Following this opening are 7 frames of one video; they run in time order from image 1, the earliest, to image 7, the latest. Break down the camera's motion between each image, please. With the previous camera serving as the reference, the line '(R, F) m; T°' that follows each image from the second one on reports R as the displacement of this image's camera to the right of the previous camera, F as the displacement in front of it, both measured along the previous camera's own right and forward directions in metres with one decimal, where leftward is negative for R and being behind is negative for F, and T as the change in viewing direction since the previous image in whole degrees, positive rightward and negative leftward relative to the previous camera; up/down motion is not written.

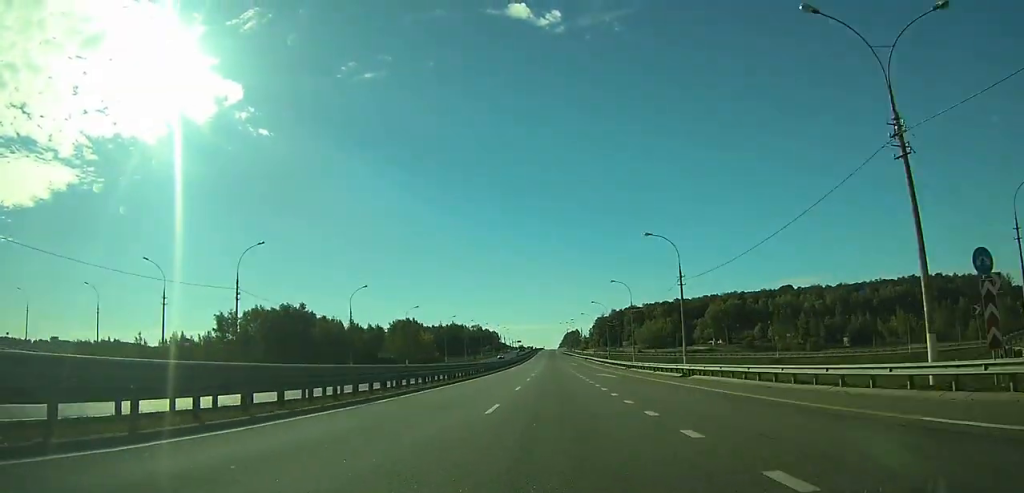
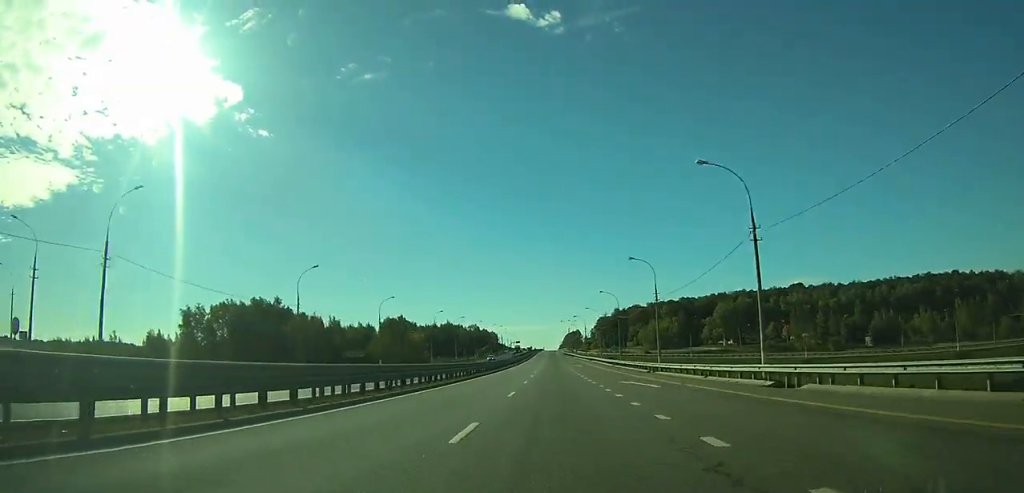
(0.0, +17.1) m; 0°
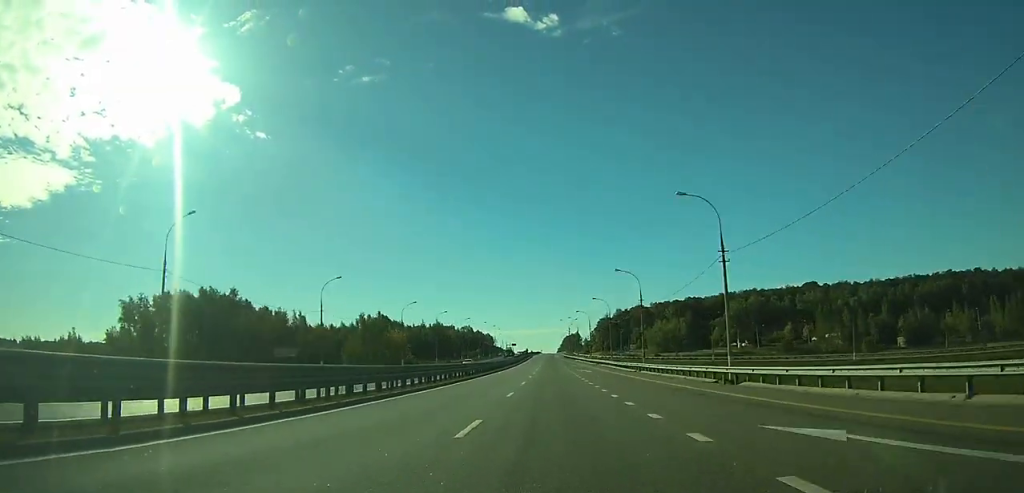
(+0.1, +23.4) m; 0°
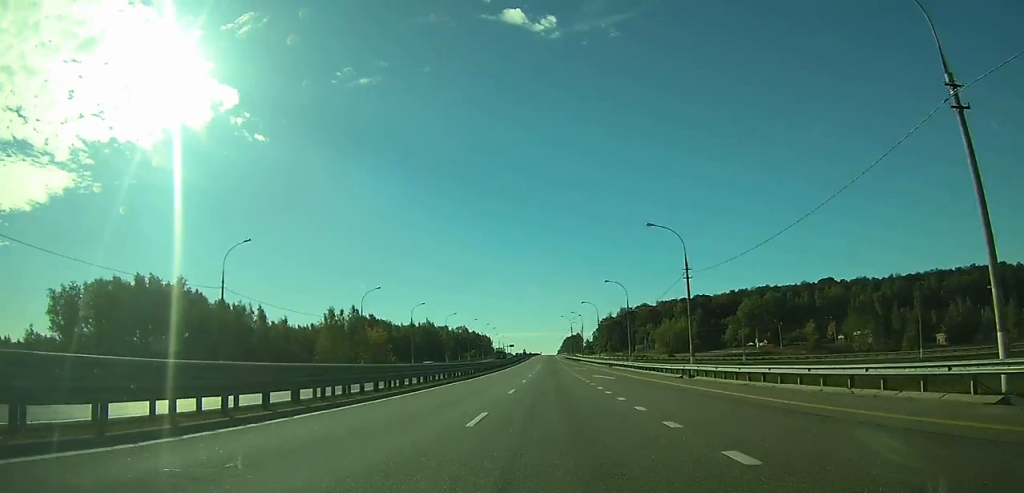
(0.0, +22.1) m; 0°
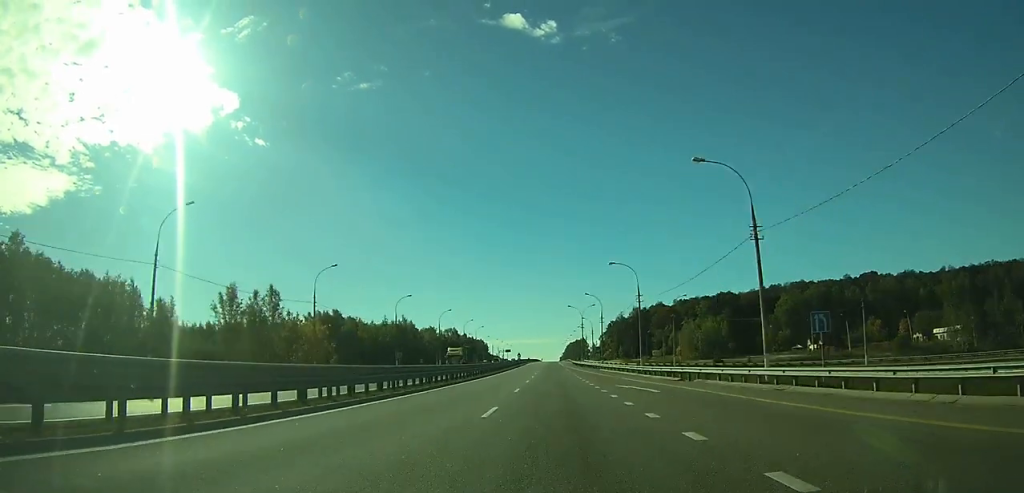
(+0.1, +45.4) m; 0°
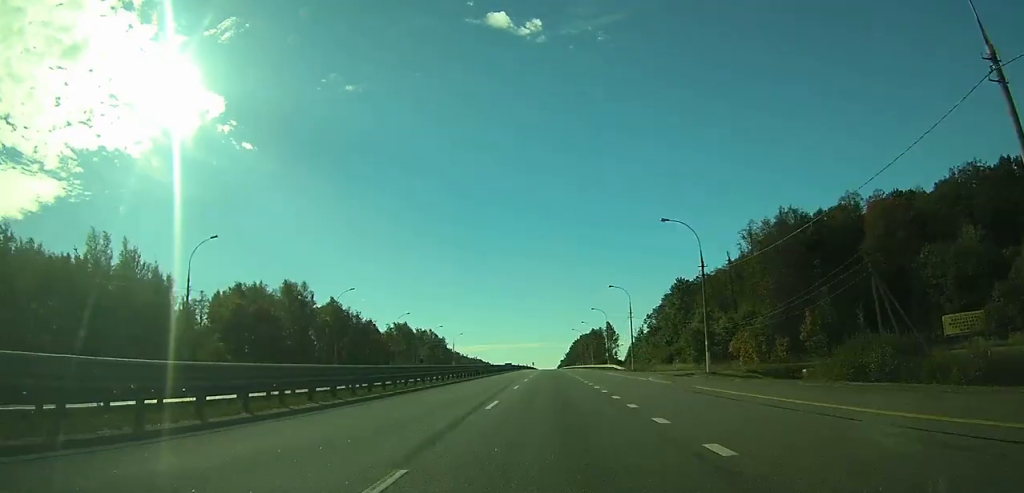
(+0.2, +199.2) m; 0°
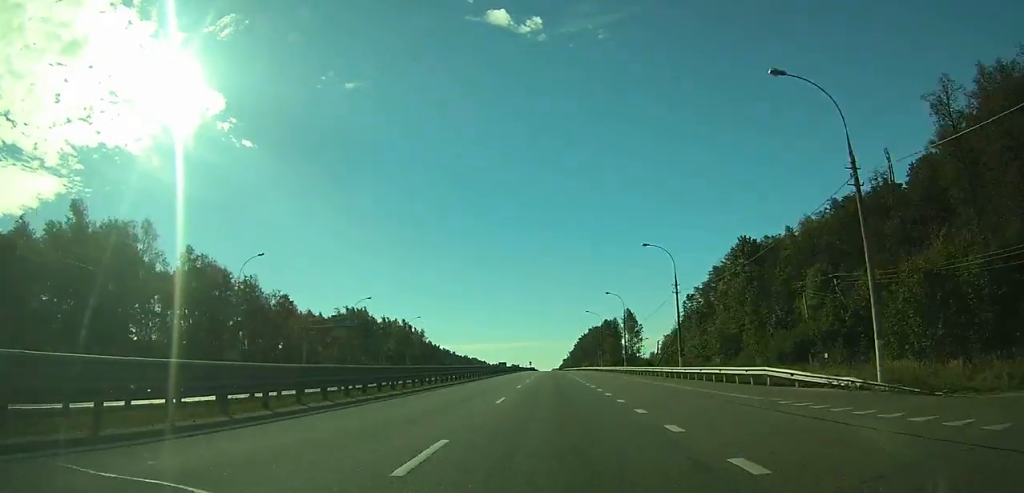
(+0.1, +54.6) m; 0°
